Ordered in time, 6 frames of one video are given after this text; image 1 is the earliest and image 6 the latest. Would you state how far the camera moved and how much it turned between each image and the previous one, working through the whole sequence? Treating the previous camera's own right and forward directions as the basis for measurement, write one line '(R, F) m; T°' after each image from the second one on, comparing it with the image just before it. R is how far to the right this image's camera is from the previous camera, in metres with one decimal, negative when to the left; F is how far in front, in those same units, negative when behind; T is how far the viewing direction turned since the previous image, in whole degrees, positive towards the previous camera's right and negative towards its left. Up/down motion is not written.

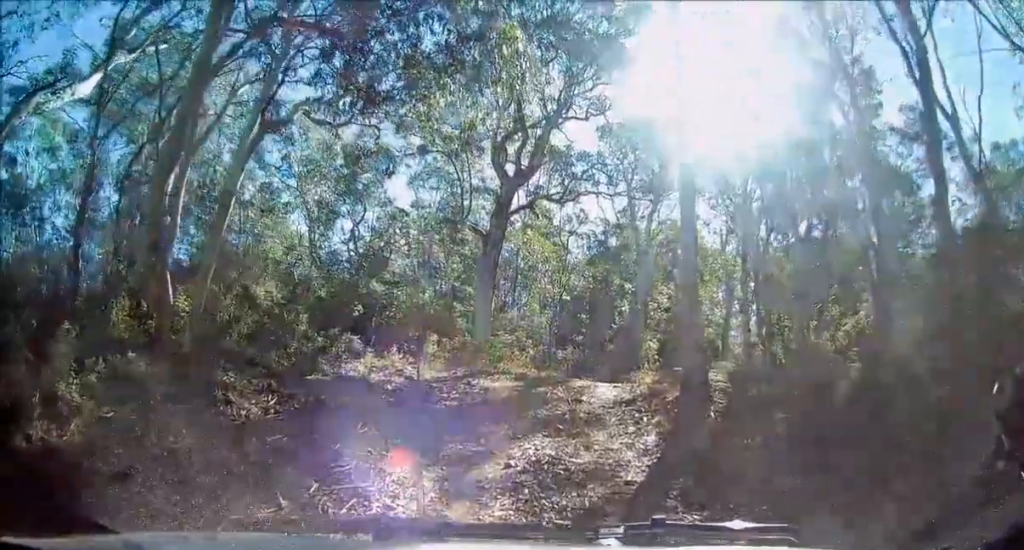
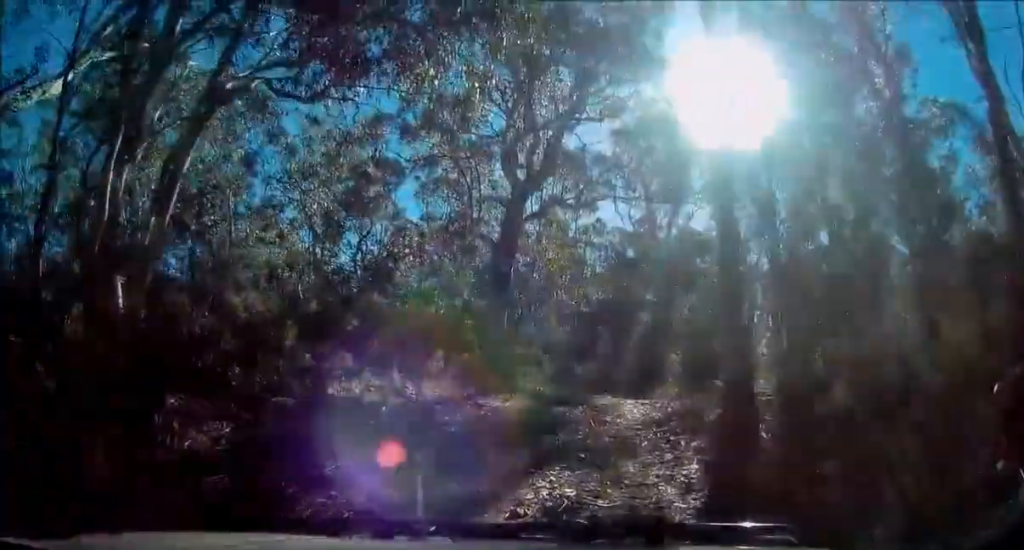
(0.0, +1.6) m; -1°
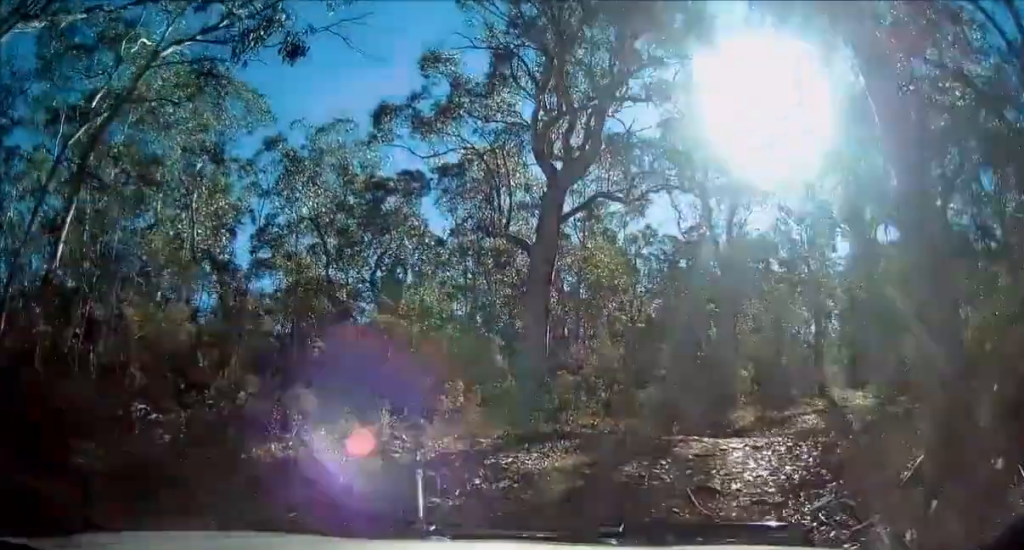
(-0.3, +4.6) m; -8°
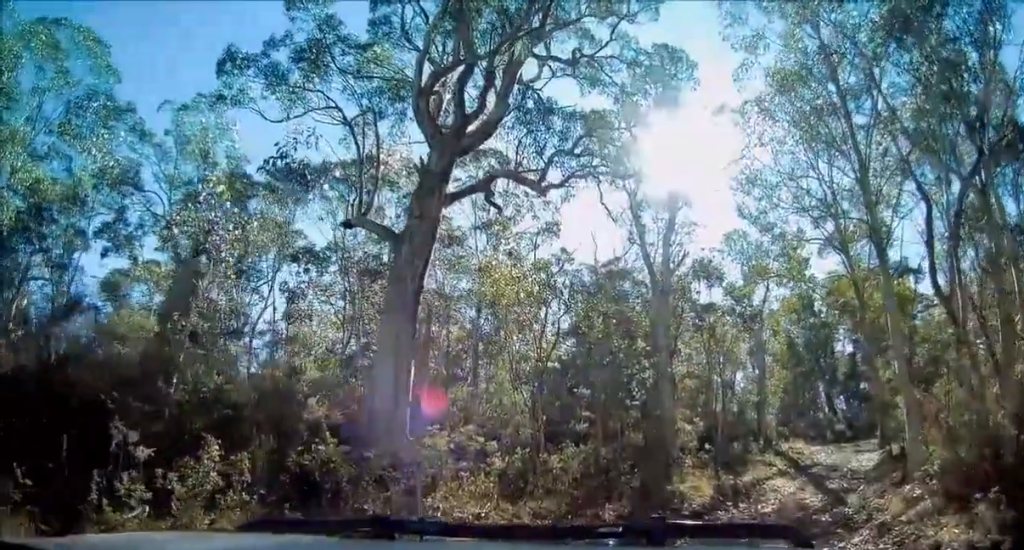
(-0.8, +6.9) m; -7°
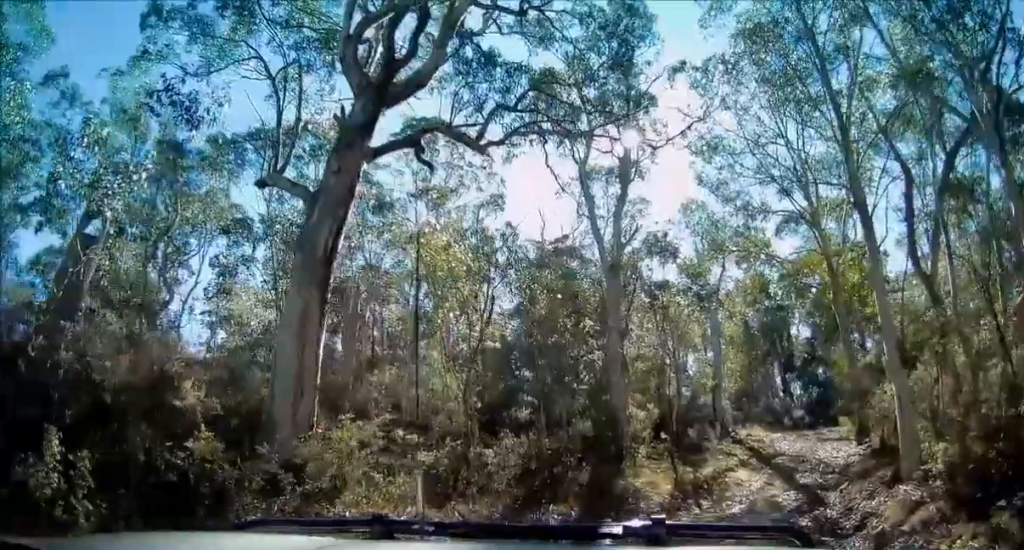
(0.0, +2.2) m; +3°
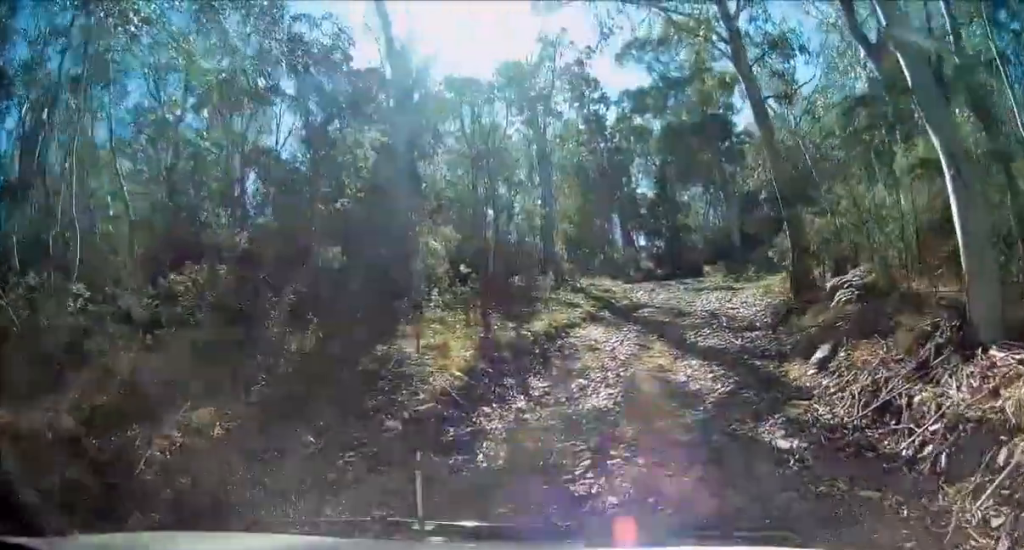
(+1.0, +7.9) m; +13°
